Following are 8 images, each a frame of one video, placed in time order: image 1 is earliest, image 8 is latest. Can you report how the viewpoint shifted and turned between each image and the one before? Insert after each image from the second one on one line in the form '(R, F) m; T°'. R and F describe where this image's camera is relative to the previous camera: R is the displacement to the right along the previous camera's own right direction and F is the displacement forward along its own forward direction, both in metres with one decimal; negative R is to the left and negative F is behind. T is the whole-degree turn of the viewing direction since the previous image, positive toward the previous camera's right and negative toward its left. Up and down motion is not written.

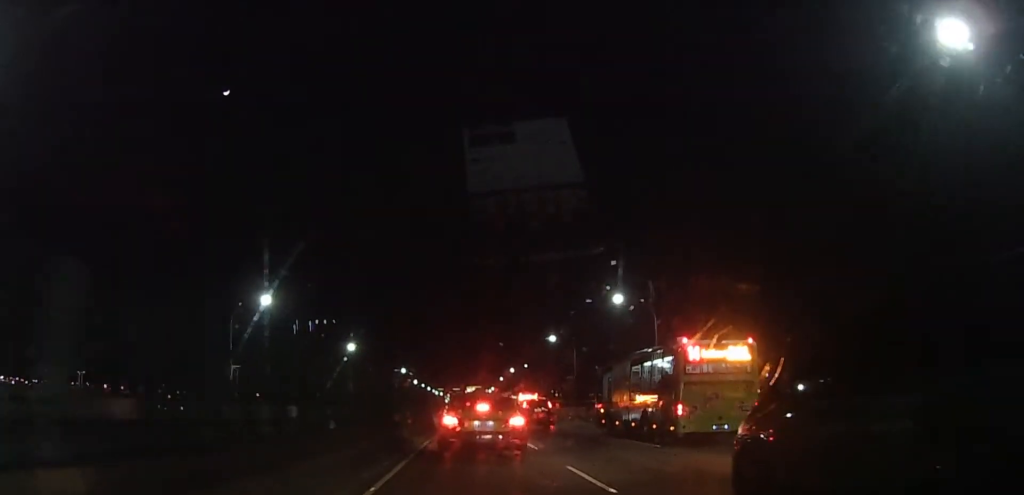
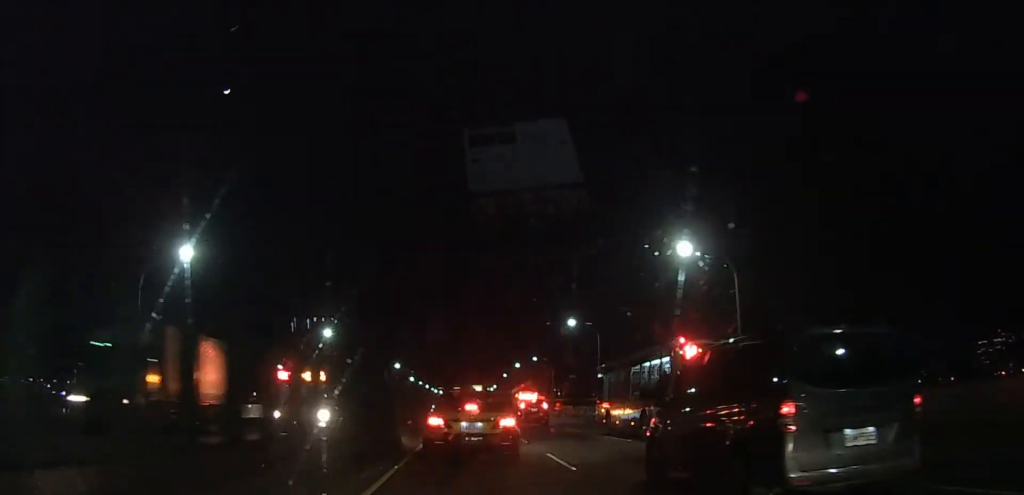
(-0.2, +16.3) m; -1°
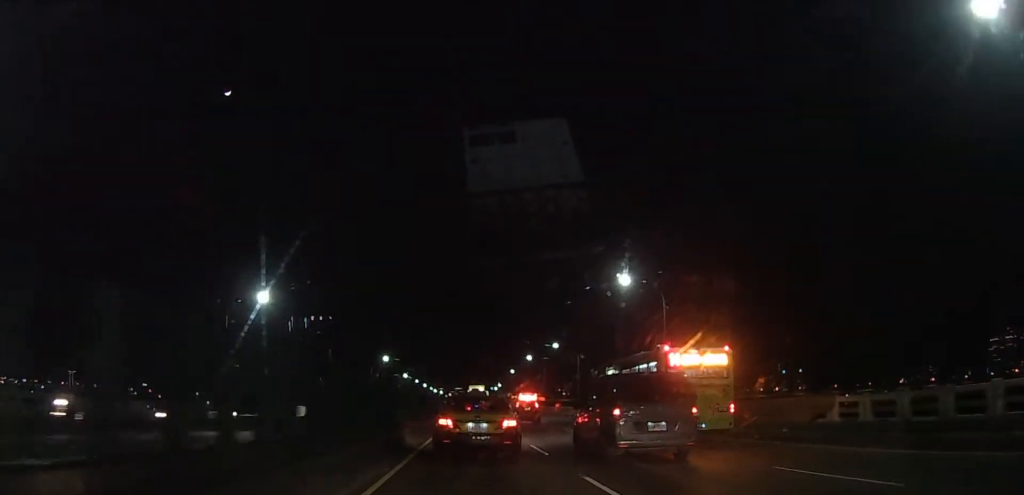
(+0.2, +25.7) m; +1°
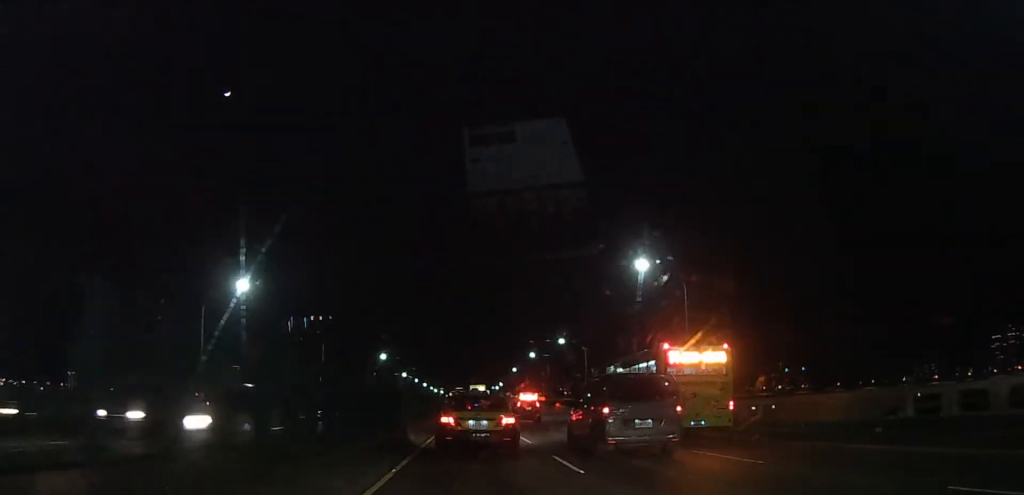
(0.0, +5.3) m; 0°
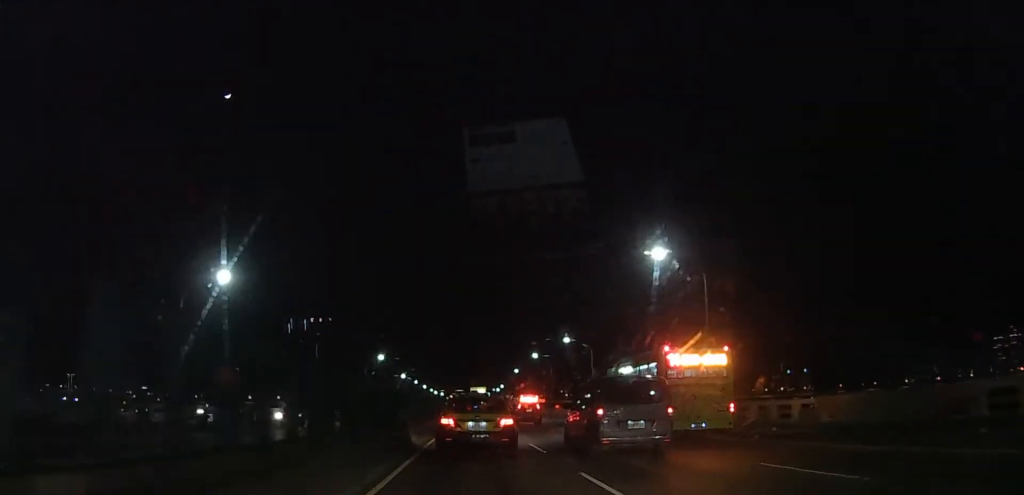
(0.0, +4.0) m; 0°
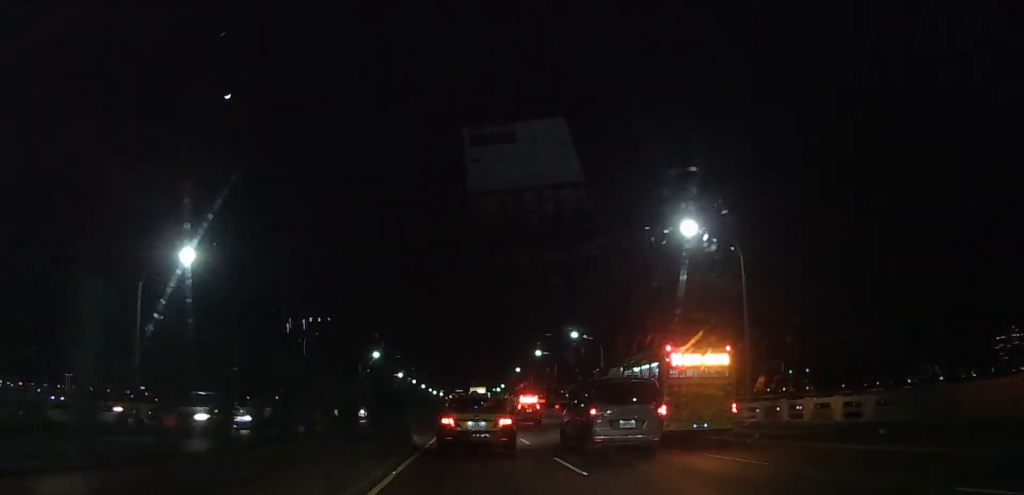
(0.0, +6.3) m; +1°
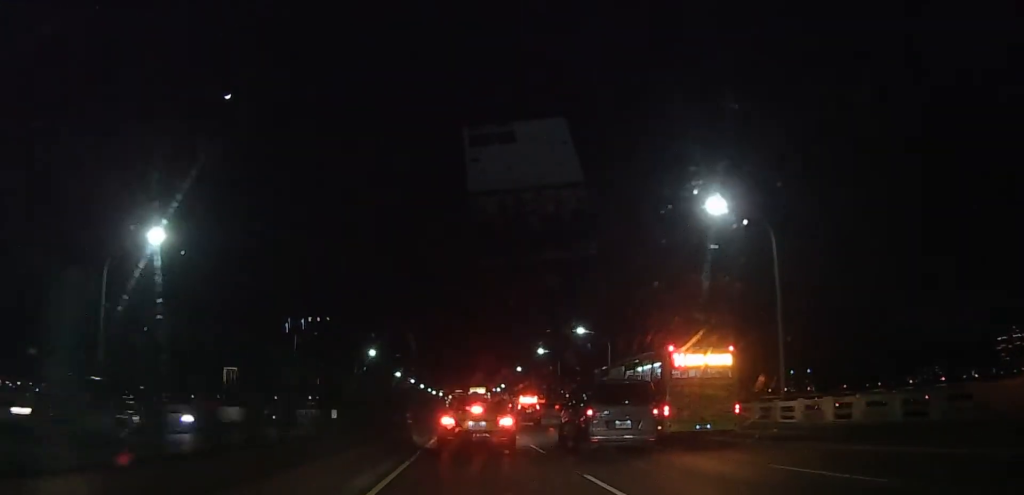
(0.0, +4.2) m; 0°
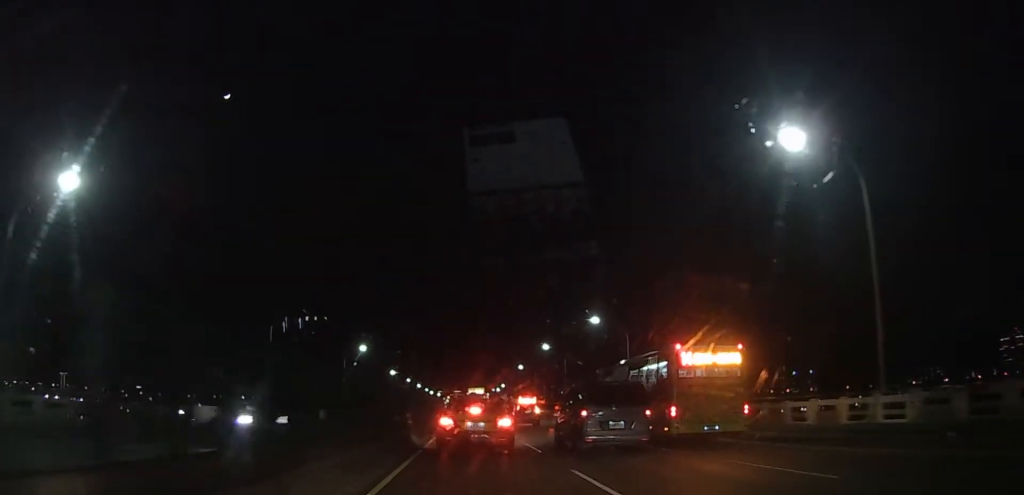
(+0.1, +8.8) m; +1°
